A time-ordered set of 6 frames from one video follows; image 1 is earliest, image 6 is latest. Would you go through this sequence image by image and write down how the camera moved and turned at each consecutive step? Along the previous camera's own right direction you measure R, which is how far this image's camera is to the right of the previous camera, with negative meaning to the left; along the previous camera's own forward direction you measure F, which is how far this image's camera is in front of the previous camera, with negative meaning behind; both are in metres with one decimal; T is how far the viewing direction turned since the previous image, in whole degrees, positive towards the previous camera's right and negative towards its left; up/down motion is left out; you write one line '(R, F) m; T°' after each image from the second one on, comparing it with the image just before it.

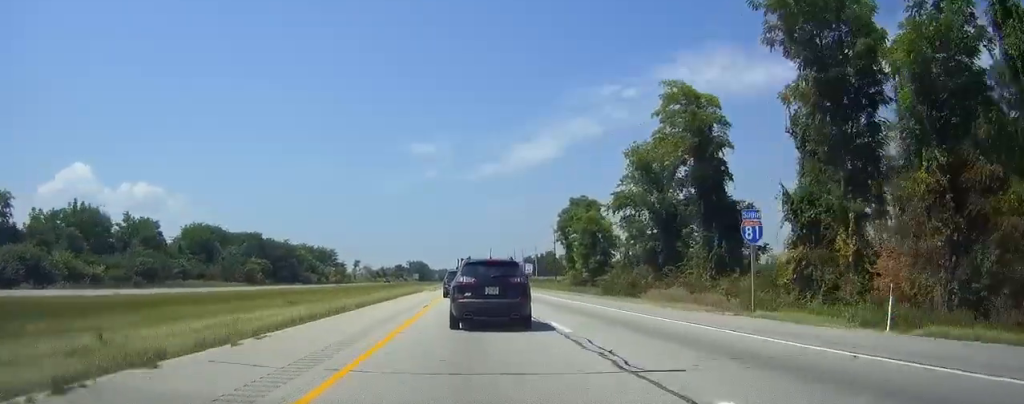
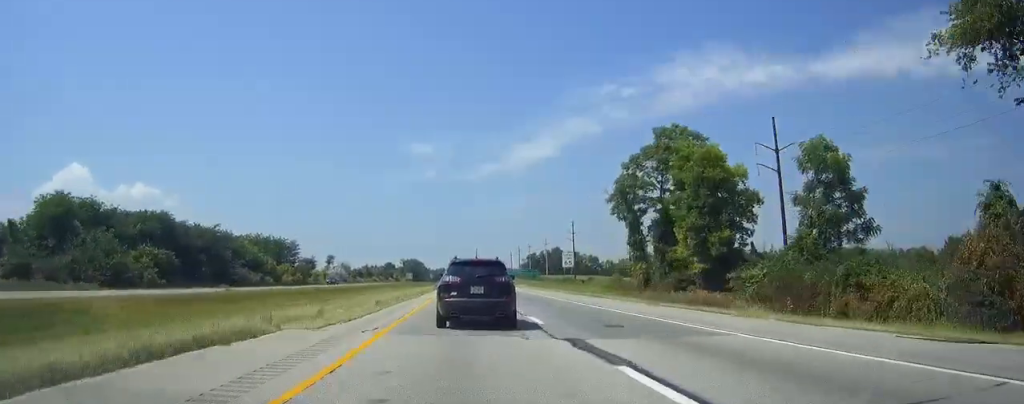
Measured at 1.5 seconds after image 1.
(-0.1, +46.2) m; 0°
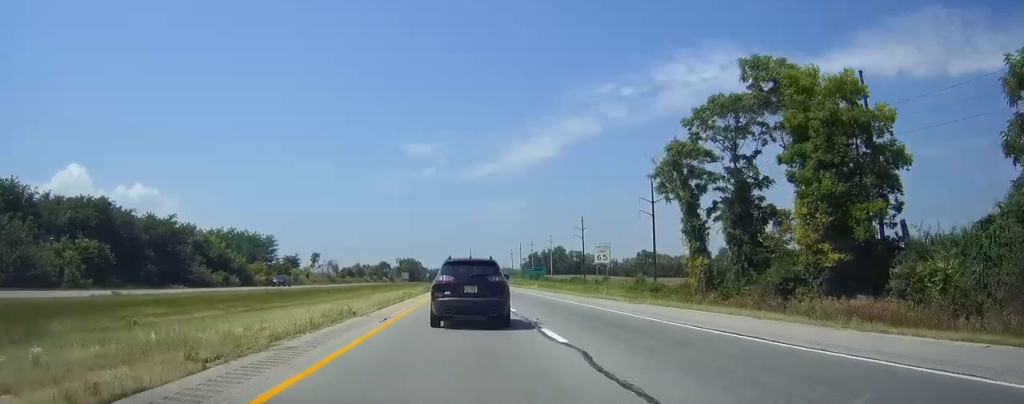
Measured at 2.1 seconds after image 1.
(0.0, +18.4) m; 0°
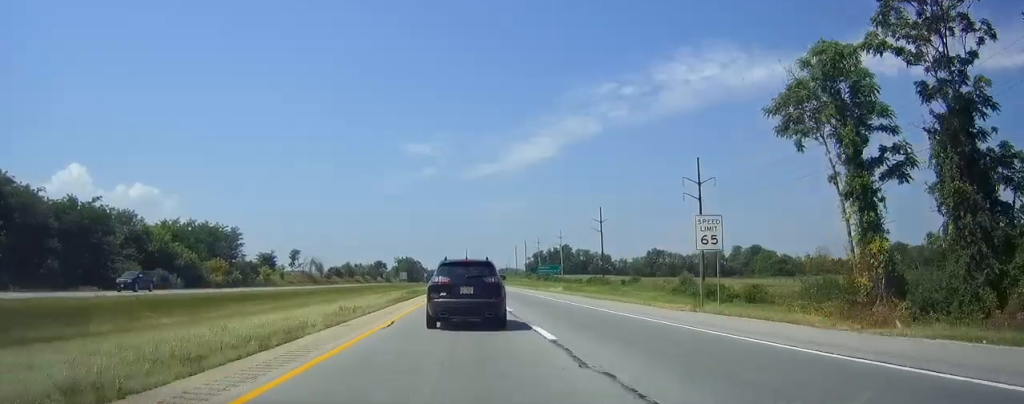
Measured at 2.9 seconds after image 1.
(0.0, +23.4) m; 0°
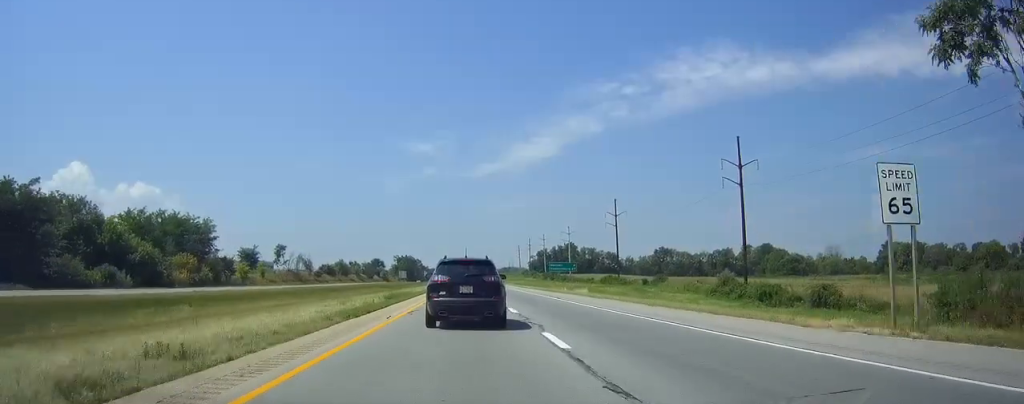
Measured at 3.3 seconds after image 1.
(0.0, +14.2) m; 0°
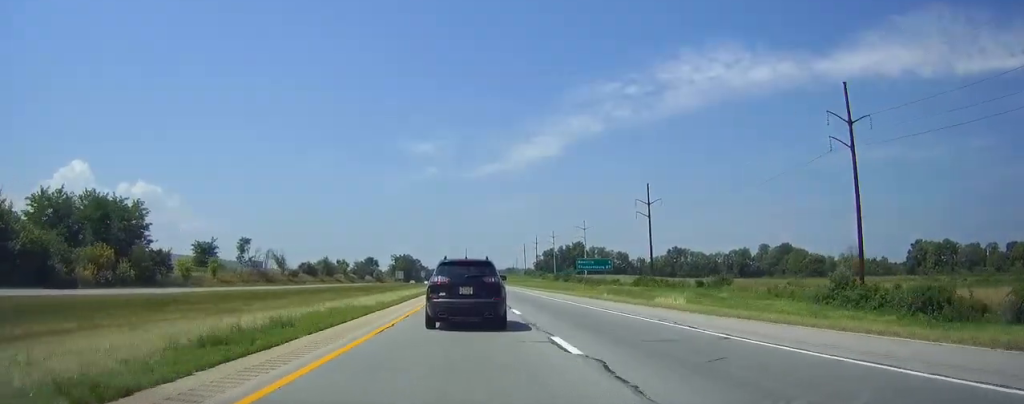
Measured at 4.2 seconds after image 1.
(0.0, +25.3) m; 0°
